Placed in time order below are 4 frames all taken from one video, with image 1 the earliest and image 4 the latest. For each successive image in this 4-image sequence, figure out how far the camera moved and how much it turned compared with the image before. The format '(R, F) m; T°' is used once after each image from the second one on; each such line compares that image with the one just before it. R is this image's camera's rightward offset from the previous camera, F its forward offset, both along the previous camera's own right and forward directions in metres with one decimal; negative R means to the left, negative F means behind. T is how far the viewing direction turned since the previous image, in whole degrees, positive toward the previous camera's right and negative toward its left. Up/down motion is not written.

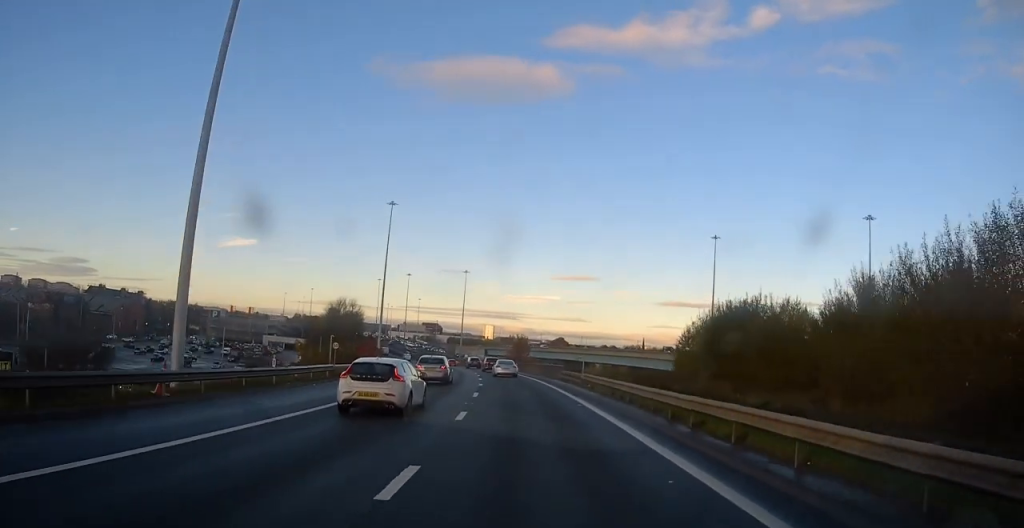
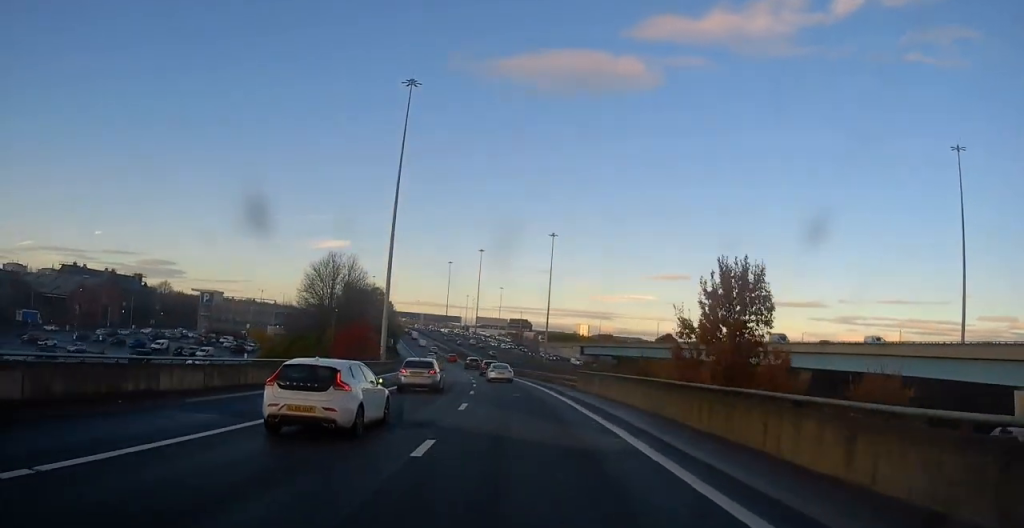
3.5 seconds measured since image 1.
(-5.7, +77.0) m; -9°
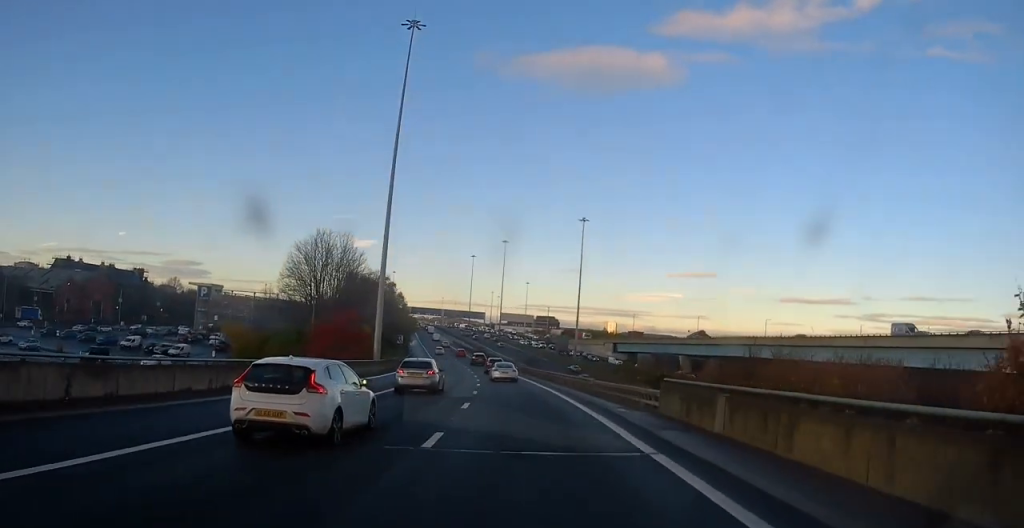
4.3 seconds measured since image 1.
(-0.3, +17.6) m; -2°
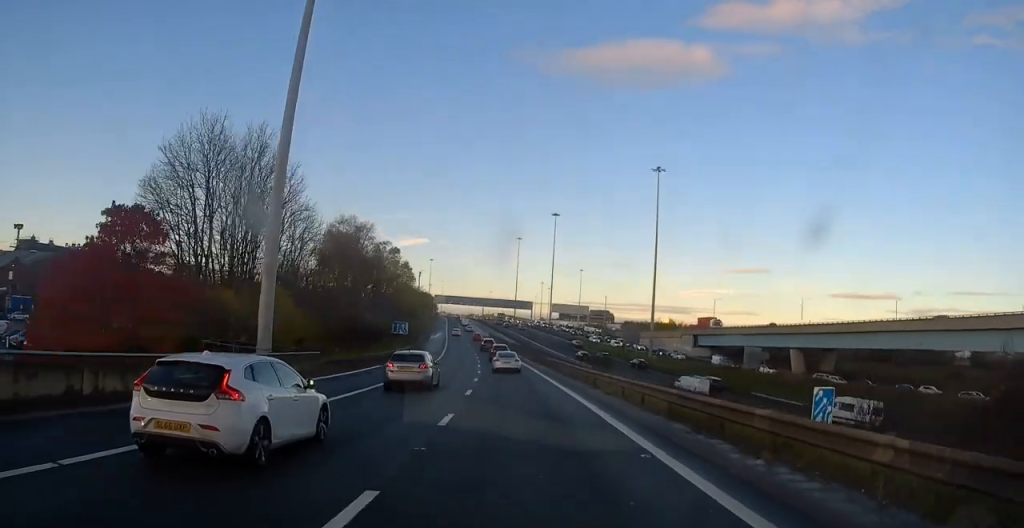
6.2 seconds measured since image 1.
(-0.8, +41.4) m; -3°
